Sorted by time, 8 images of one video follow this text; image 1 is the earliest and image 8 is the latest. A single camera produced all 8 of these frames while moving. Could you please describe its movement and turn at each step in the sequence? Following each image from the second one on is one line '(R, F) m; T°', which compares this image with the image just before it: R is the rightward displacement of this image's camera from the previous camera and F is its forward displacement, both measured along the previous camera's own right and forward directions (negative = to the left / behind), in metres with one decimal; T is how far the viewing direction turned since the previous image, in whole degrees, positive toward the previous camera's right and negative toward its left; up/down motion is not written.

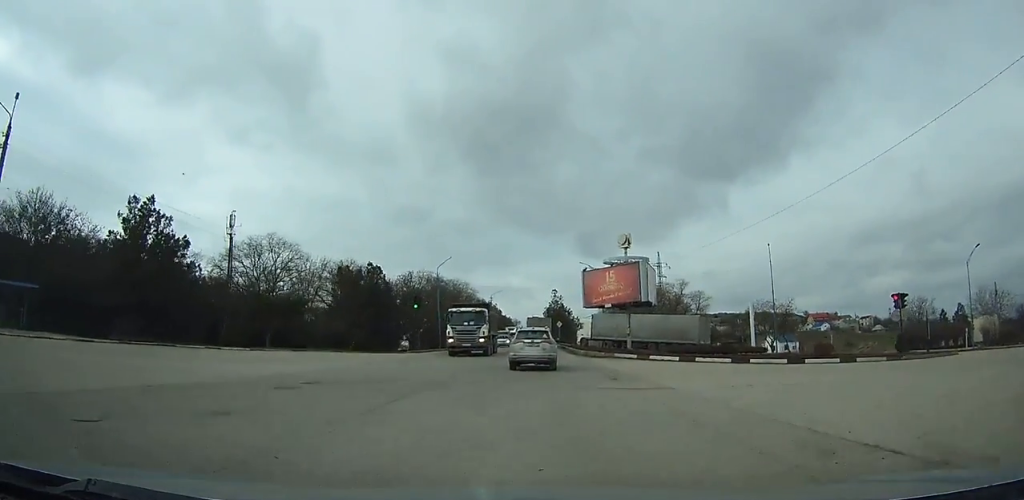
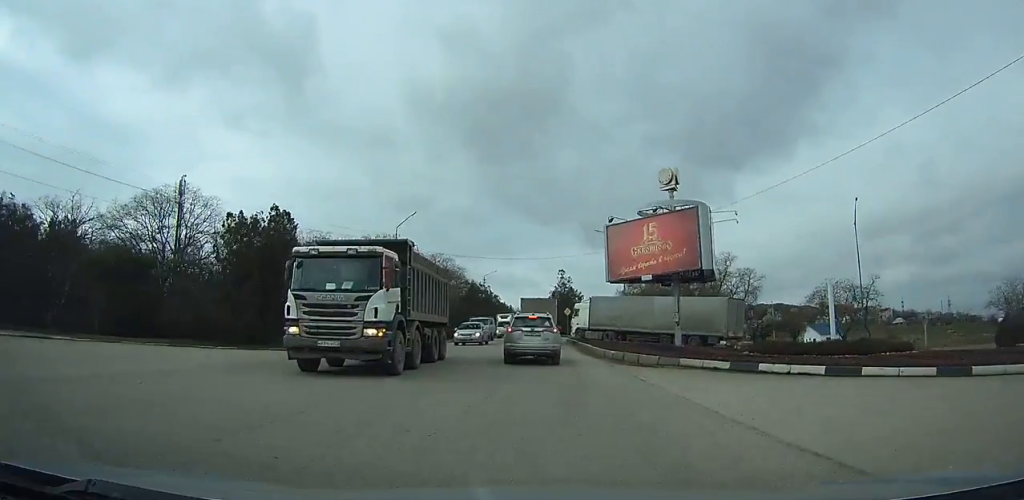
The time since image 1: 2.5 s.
(0.0, +14.4) m; +1°
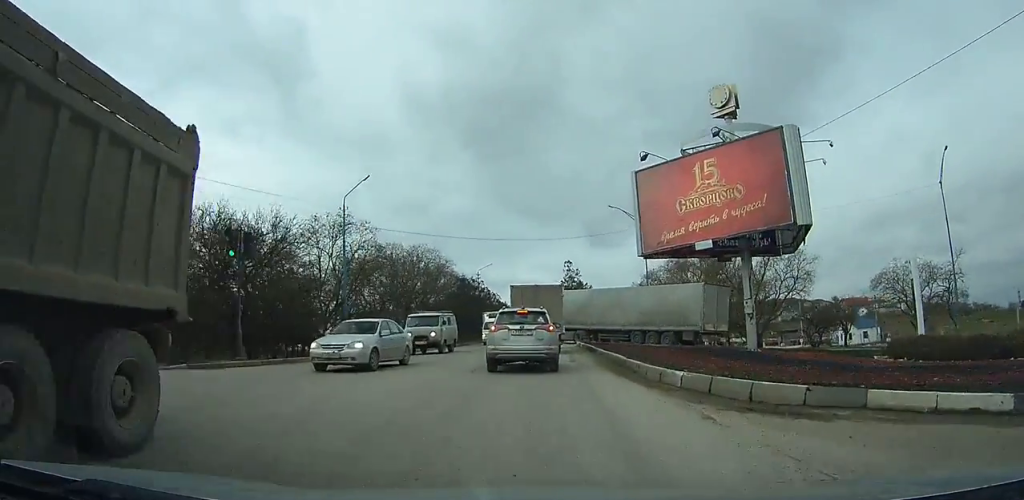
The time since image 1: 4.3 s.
(+0.1, +8.8) m; 0°
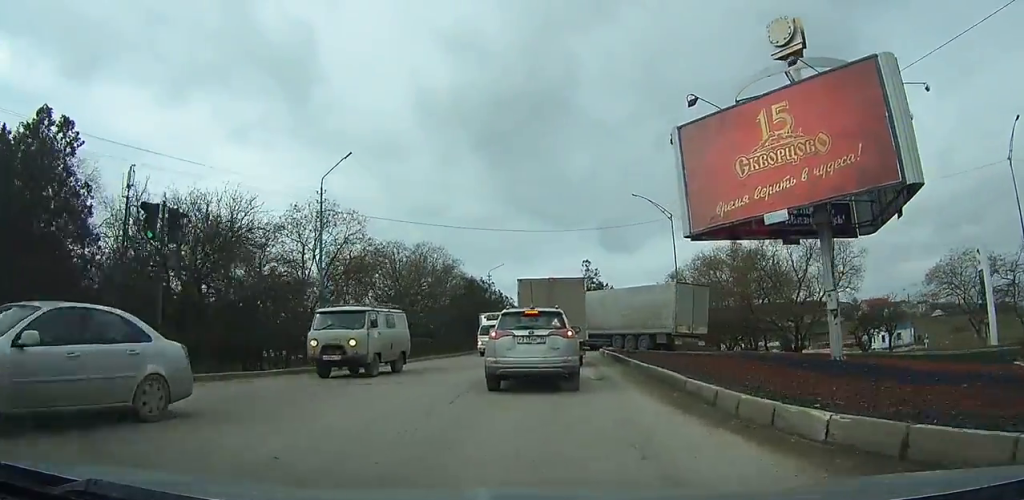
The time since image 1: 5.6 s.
(0.0, +4.6) m; -1°
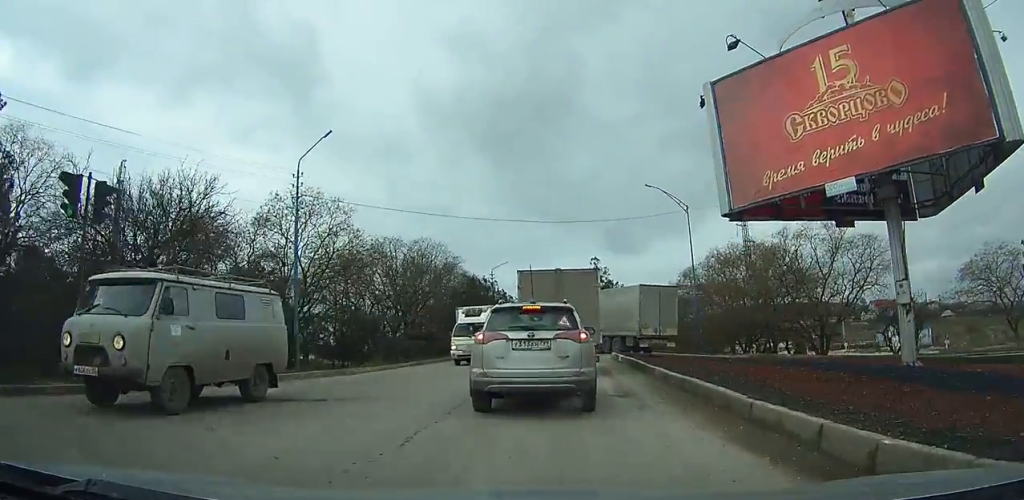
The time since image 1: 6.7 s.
(-0.1, +2.4) m; -1°
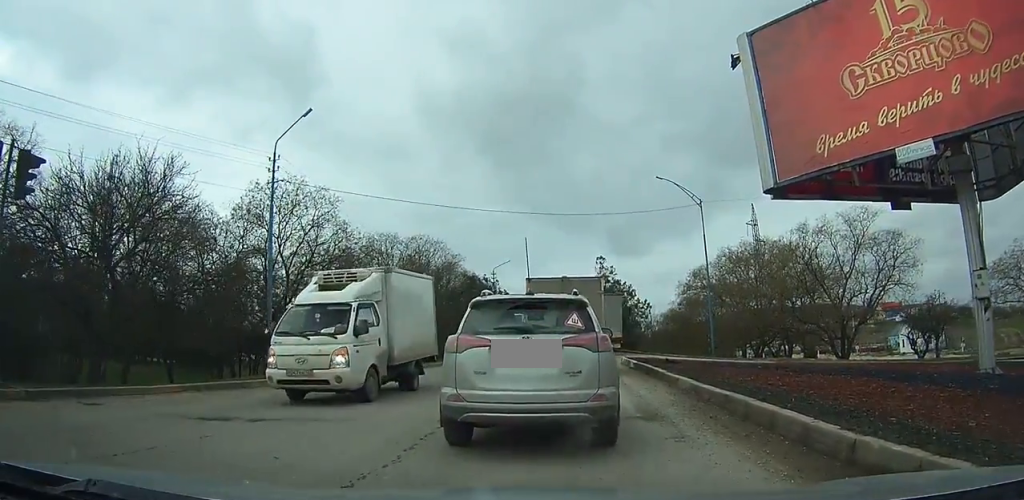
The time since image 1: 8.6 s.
(-0.1, +3.4) m; -1°
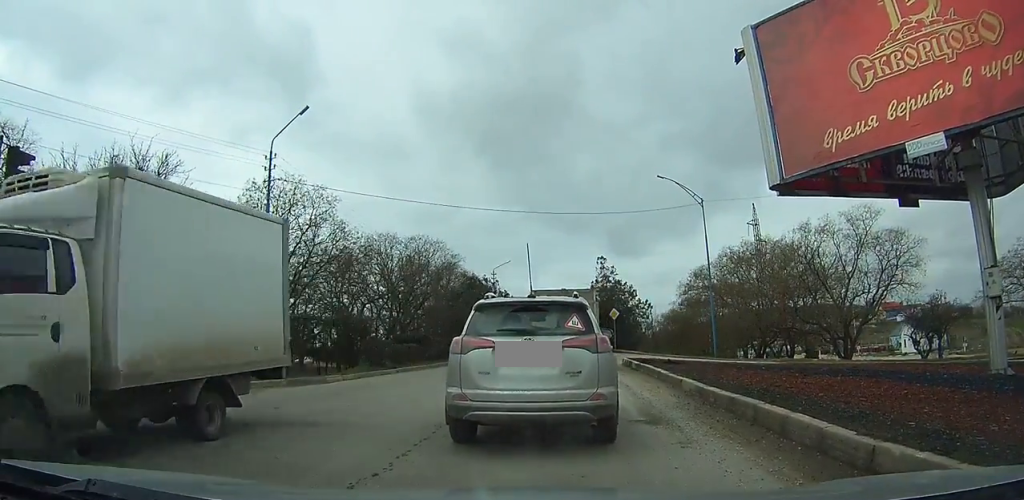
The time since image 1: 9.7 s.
(0.0, +1.4) m; 0°
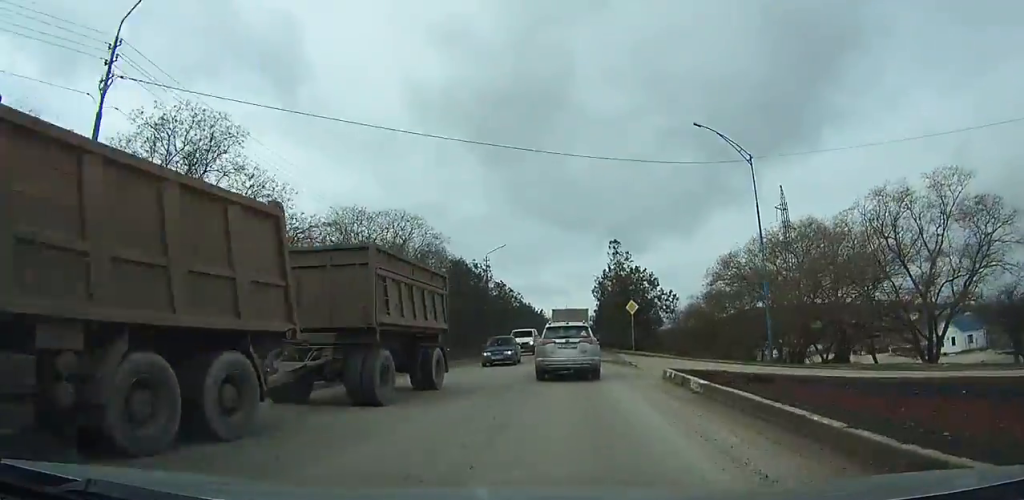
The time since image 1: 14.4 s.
(+0.3, +11.0) m; +2°
